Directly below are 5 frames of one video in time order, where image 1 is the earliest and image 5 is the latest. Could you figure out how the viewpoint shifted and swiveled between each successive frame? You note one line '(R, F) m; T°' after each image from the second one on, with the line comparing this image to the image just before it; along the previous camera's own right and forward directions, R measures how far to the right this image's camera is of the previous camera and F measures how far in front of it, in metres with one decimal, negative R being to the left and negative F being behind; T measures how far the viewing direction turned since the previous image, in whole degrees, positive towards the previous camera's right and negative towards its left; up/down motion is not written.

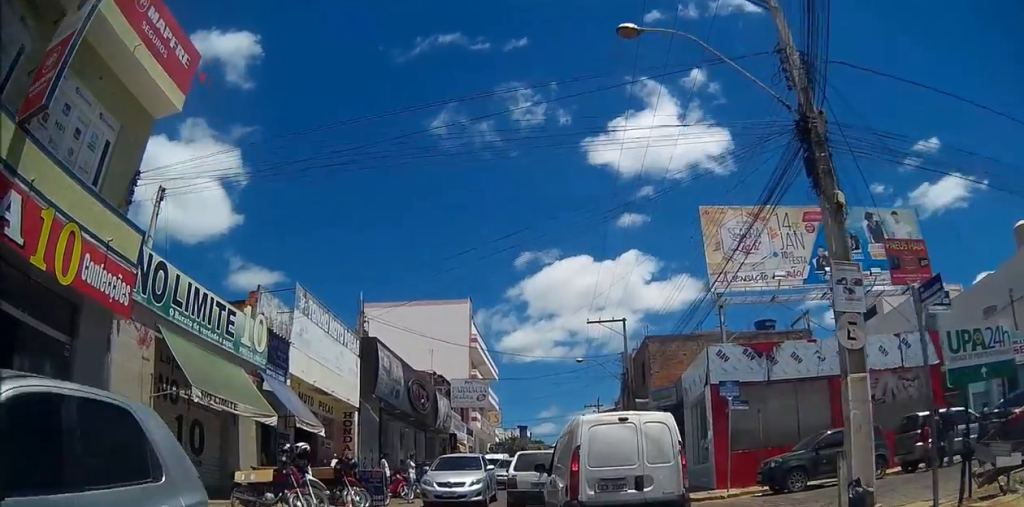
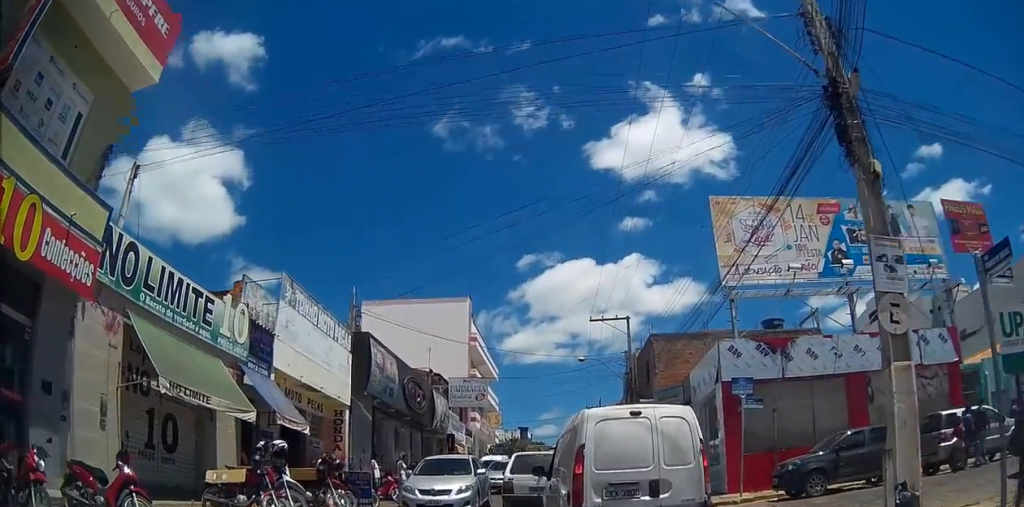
(0.0, +2.0) m; 0°
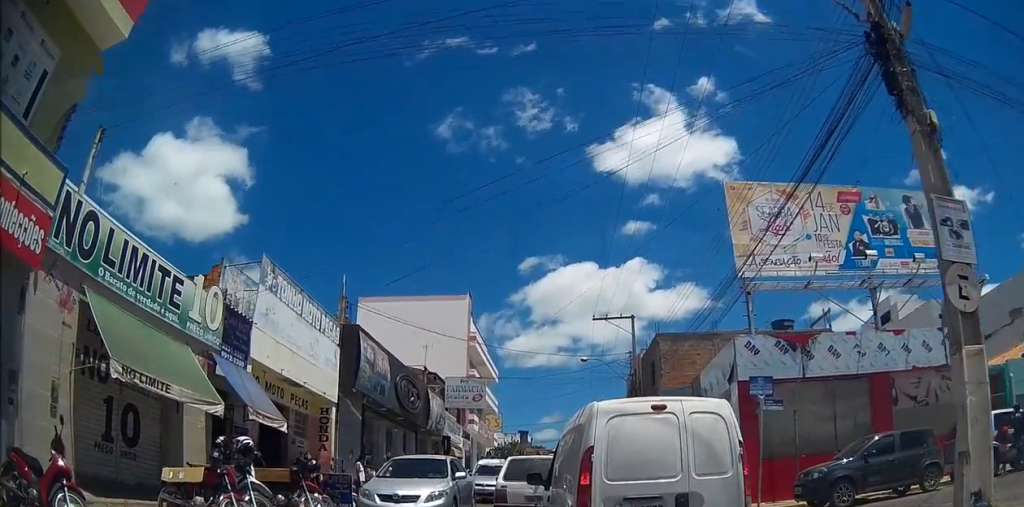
(0.0, +2.8) m; 0°
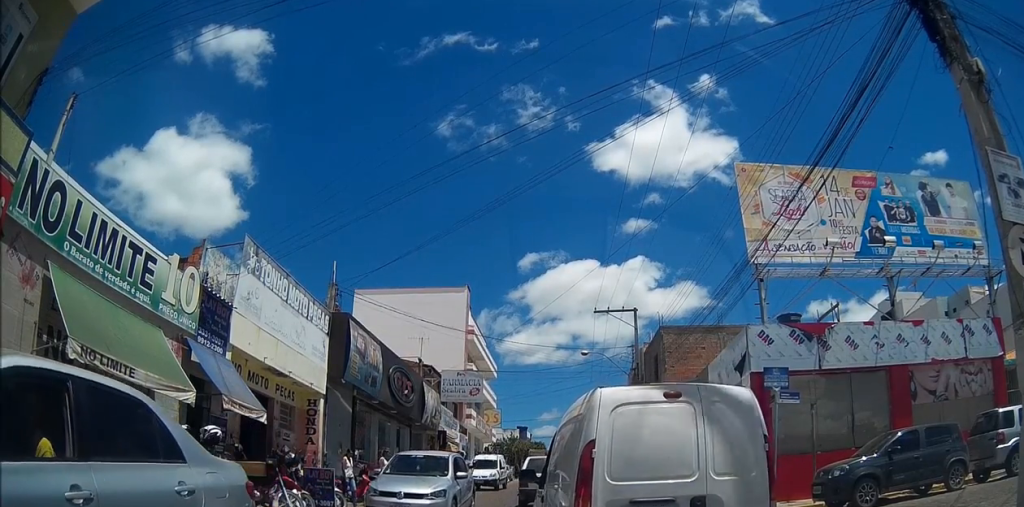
(+0.1, +4.9) m; 0°
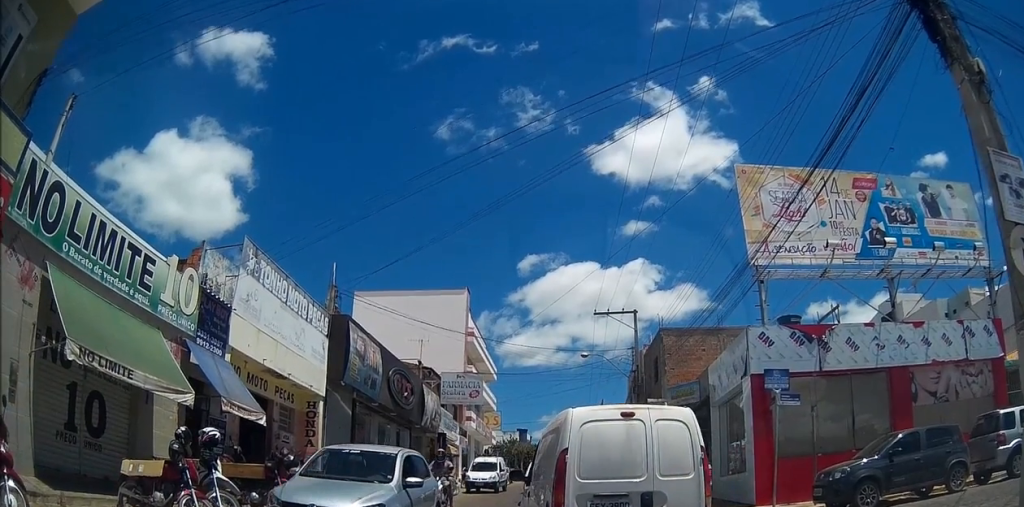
(0.0, 0.0) m; 0°
